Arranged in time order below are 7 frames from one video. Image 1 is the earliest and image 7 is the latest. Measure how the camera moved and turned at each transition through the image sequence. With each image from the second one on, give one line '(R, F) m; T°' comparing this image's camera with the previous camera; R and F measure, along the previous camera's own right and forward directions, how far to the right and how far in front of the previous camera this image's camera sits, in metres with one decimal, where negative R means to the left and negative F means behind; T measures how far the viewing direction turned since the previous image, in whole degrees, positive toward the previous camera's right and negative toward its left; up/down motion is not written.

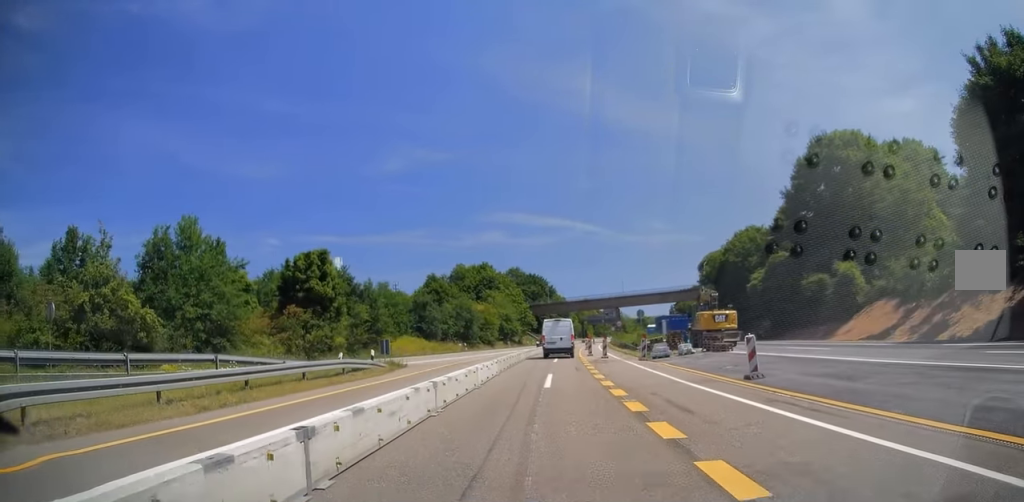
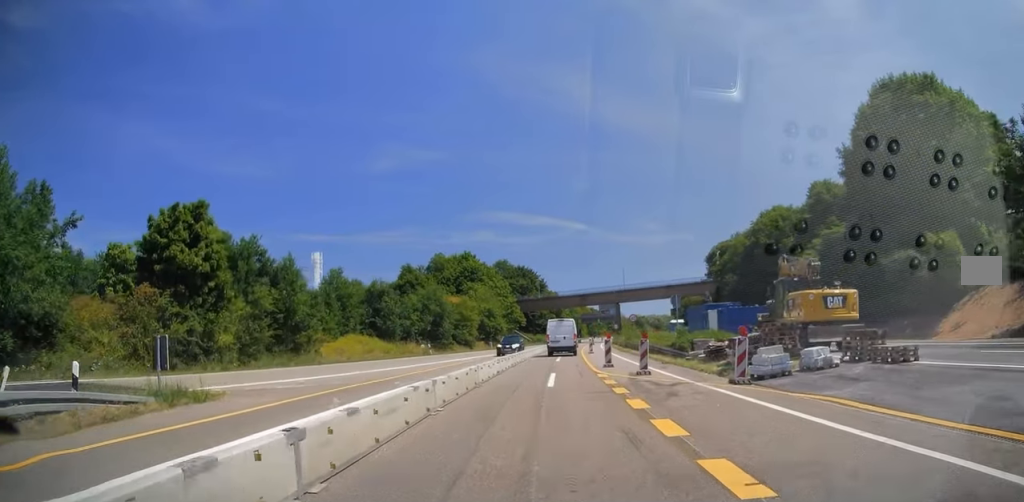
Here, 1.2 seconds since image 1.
(+0.4, +18.2) m; +2°
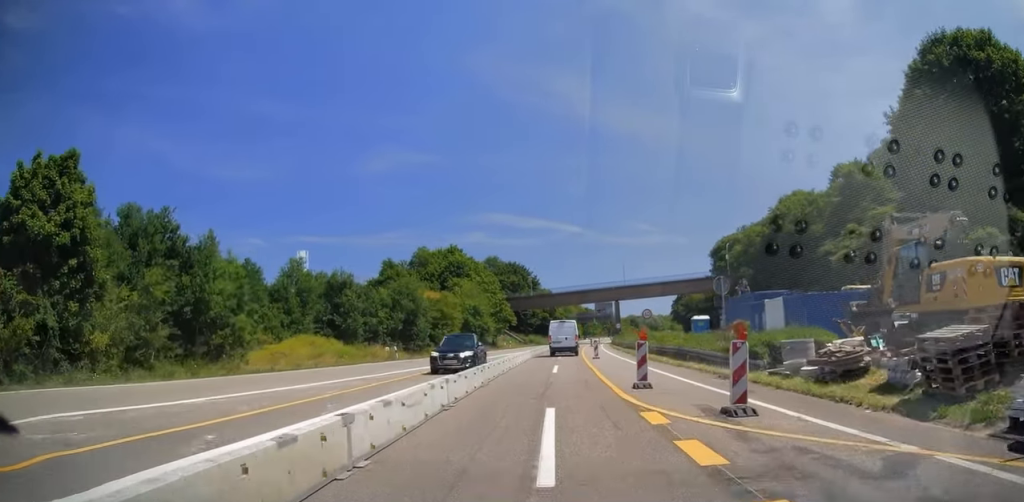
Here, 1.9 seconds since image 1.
(+0.1, +10.6) m; 0°
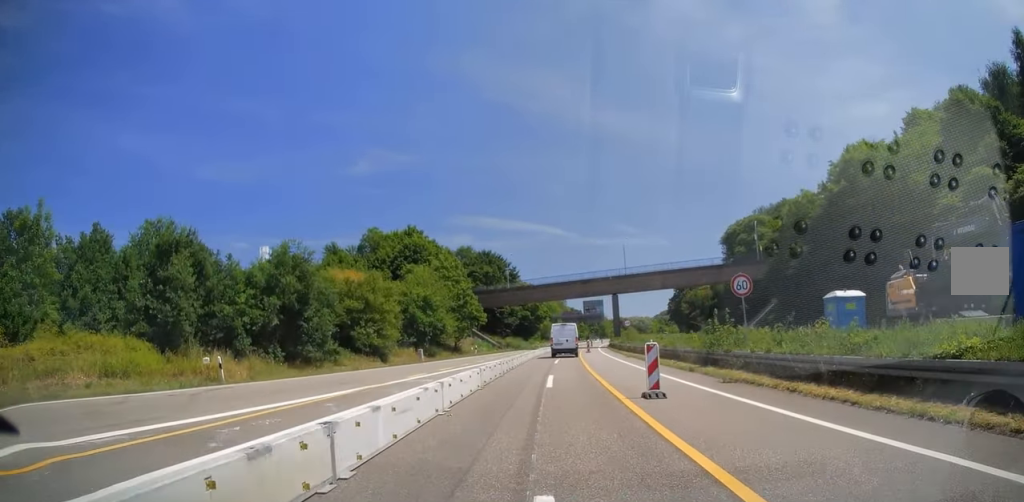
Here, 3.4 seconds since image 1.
(-0.6, +23.7) m; -1°
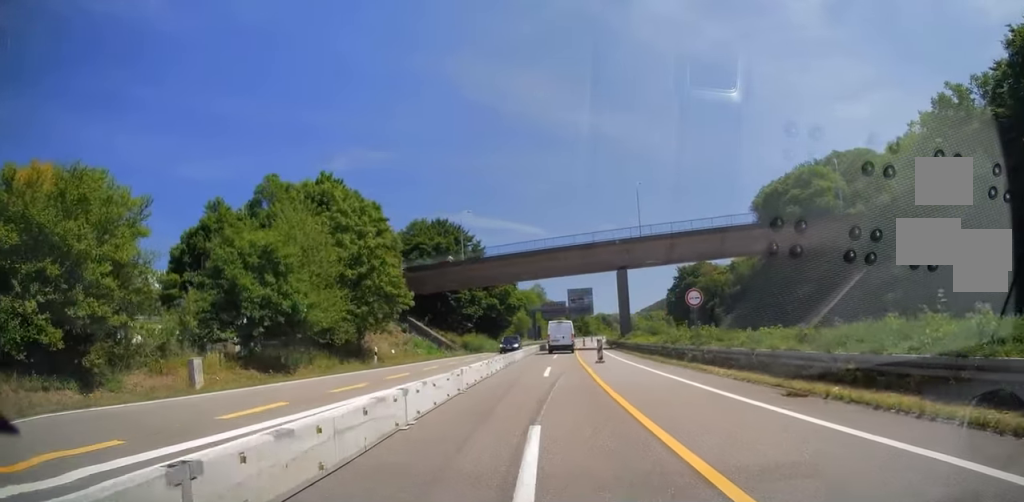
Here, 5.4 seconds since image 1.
(+1.9, +31.7) m; +4°
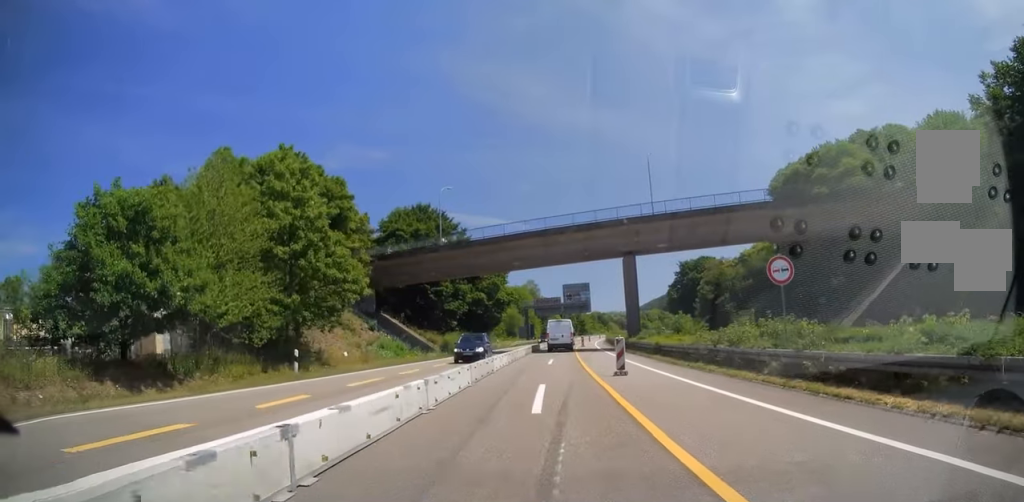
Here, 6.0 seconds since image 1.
(-0.2, +10.2) m; 0°
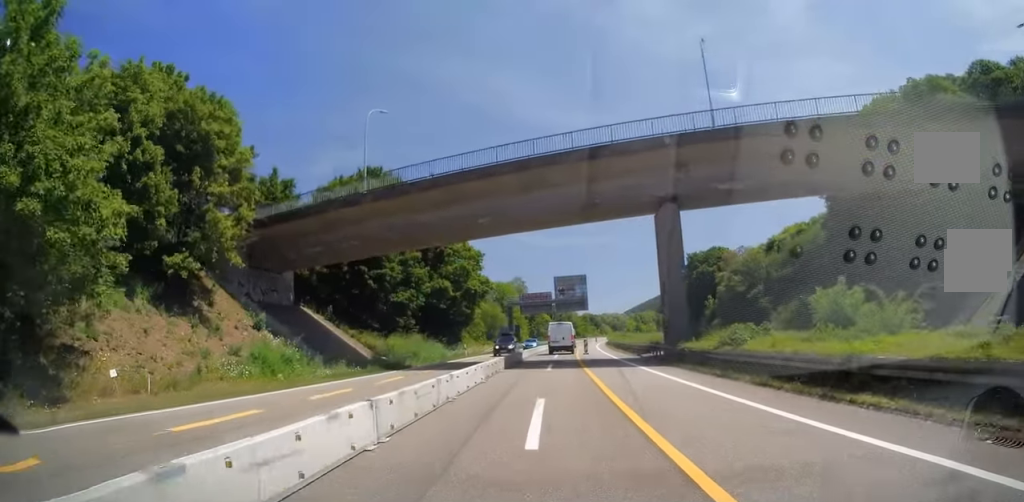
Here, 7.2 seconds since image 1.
(+0.2, +21.4) m; +1°
